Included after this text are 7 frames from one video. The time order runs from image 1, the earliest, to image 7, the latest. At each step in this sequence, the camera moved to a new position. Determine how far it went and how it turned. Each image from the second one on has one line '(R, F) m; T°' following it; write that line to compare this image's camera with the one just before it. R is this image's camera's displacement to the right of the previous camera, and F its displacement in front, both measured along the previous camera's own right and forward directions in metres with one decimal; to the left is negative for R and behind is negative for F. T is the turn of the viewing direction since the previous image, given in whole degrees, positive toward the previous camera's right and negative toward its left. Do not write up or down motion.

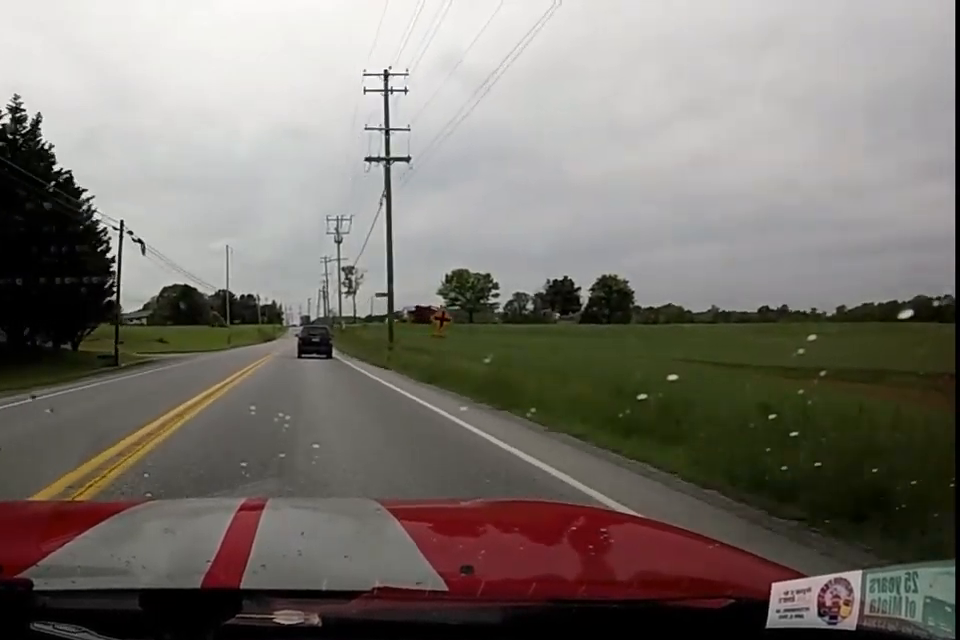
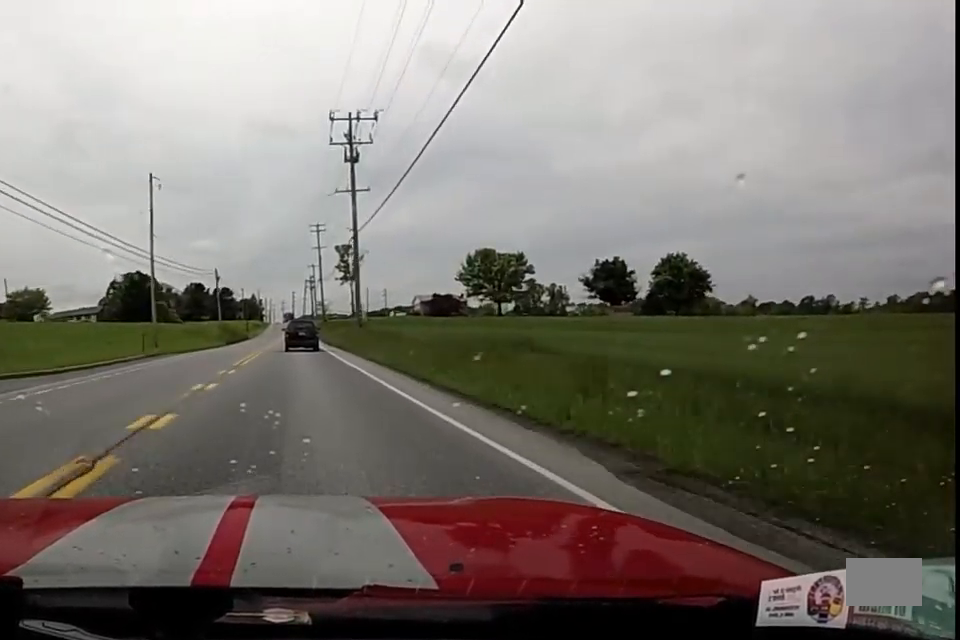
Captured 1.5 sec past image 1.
(-1.6, +37.5) m; 0°
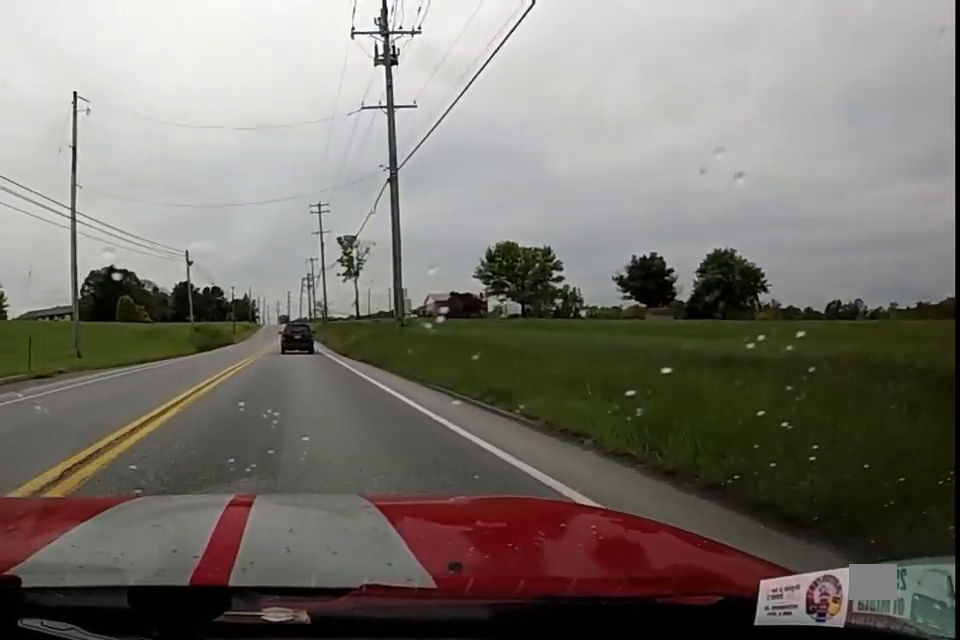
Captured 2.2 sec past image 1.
(+0.7, +17.1) m; +1°
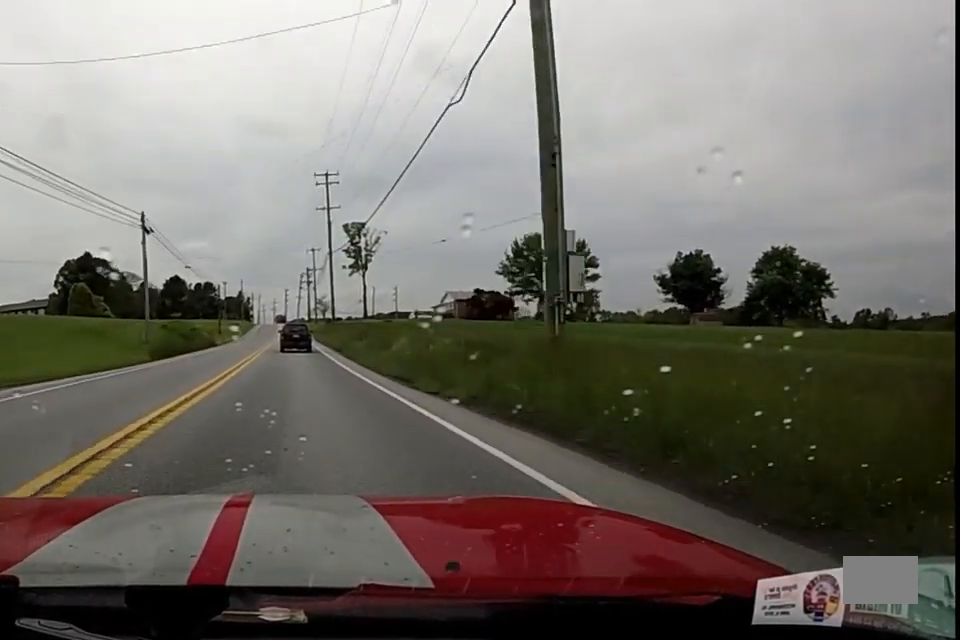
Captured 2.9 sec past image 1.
(+0.5, +15.5) m; 0°
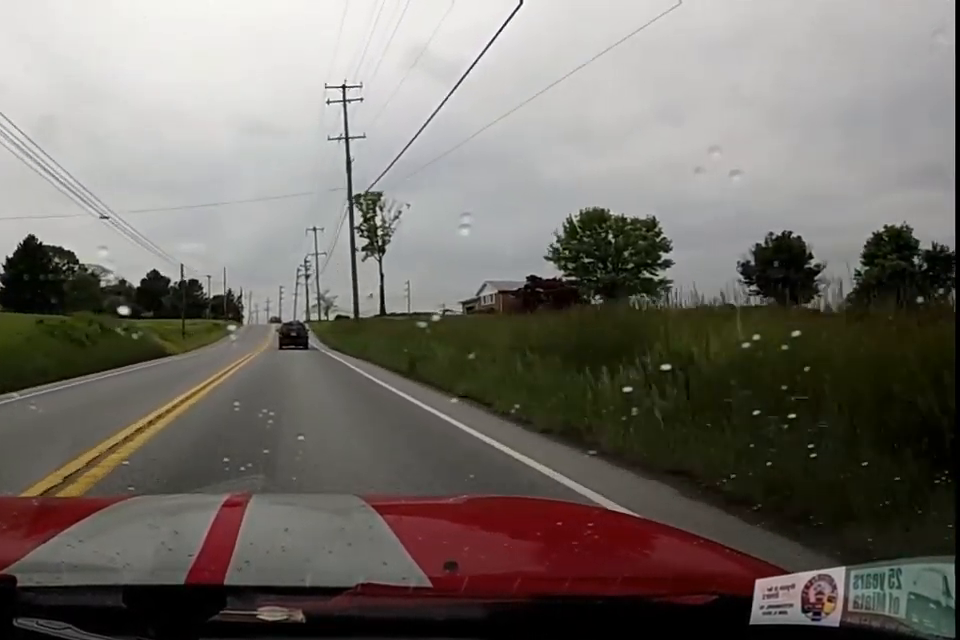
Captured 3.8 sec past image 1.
(-1.0, +22.9) m; 0°
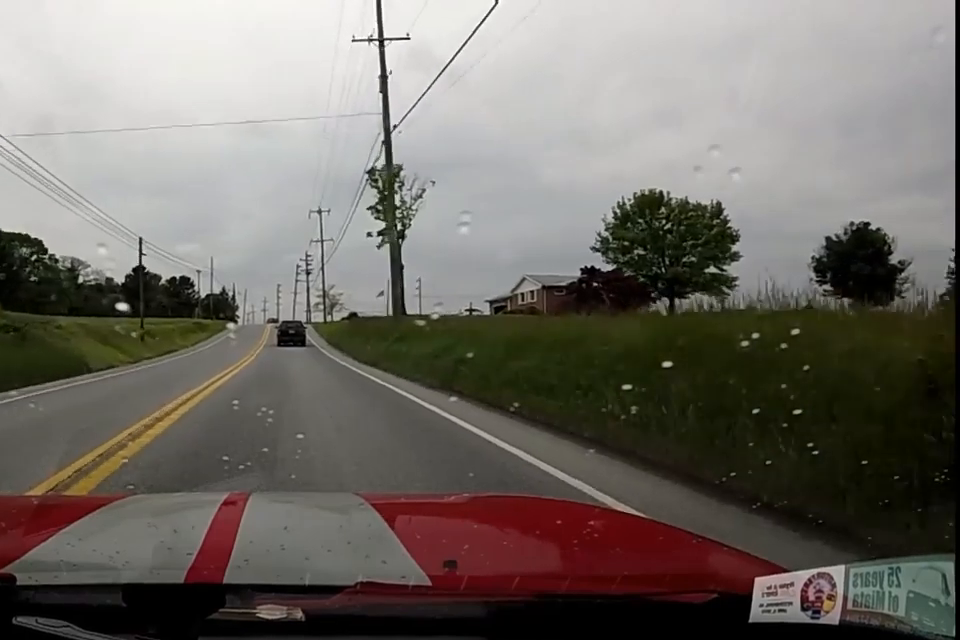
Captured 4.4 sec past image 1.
(+0.7, +14.0) m; +2°
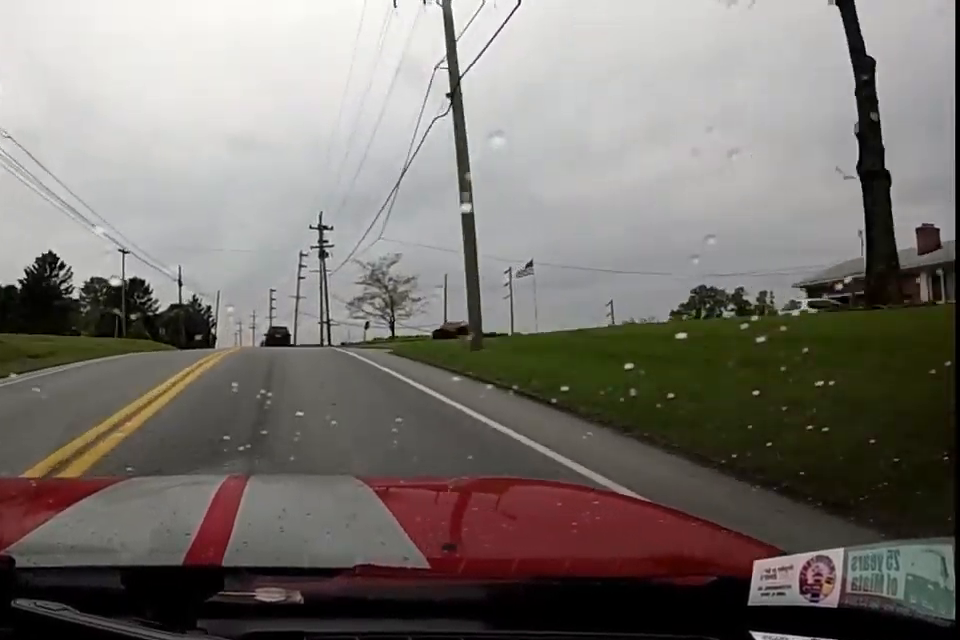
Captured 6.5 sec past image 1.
(+1.1, +53.4) m; -2°
